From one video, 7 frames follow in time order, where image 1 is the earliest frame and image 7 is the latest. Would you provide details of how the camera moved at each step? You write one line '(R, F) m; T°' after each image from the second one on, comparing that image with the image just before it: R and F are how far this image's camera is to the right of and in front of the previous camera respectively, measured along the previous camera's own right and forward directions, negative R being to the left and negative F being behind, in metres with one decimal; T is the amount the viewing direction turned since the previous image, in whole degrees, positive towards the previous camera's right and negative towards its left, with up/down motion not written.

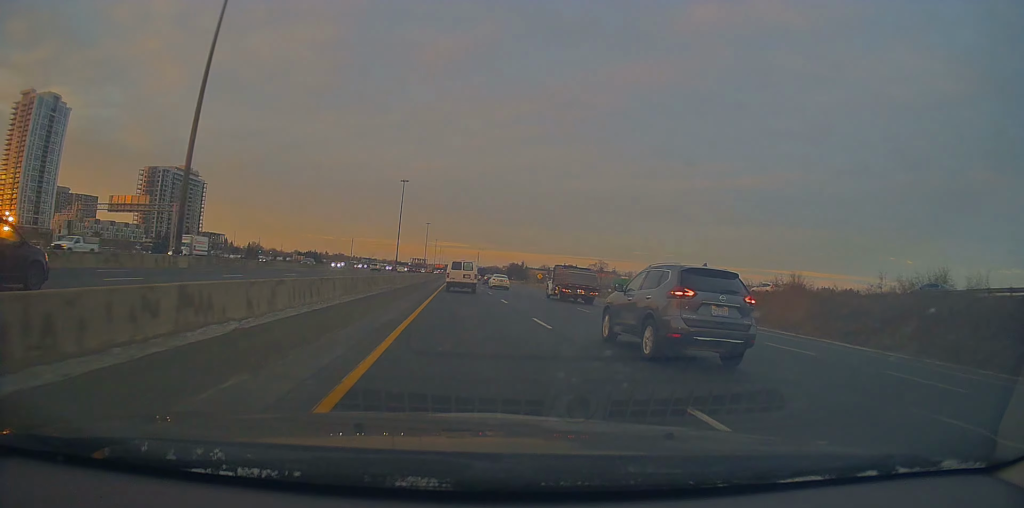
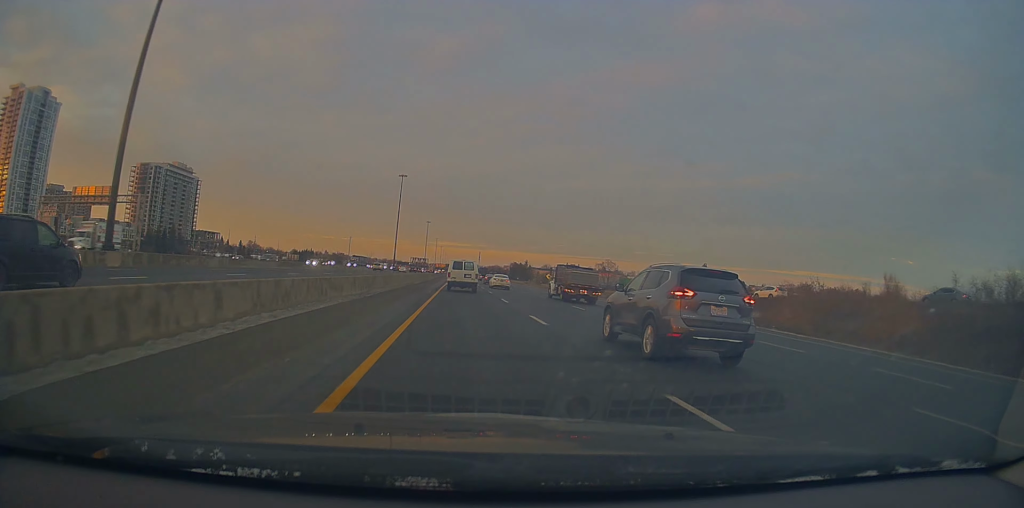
(-0.1, +11.2) m; 0°
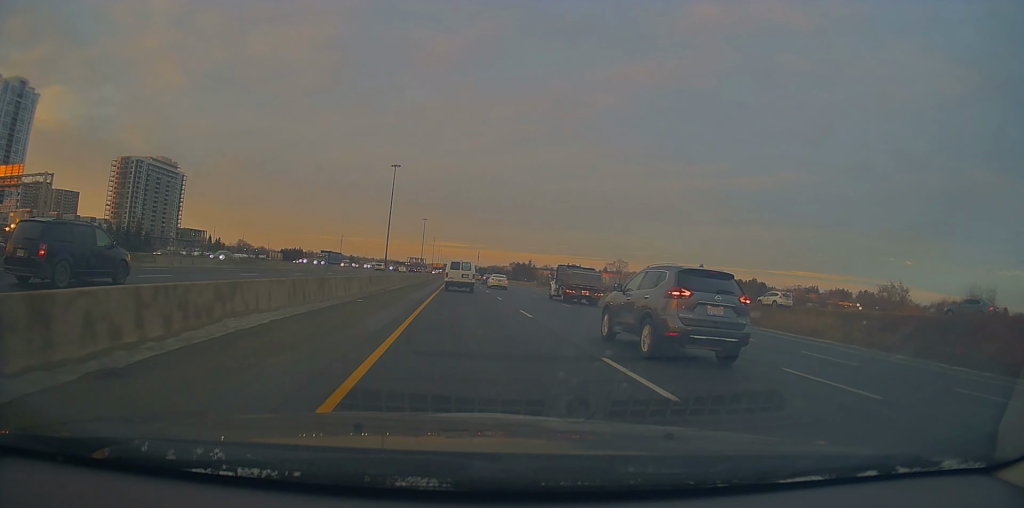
(-0.4, +20.9) m; 0°
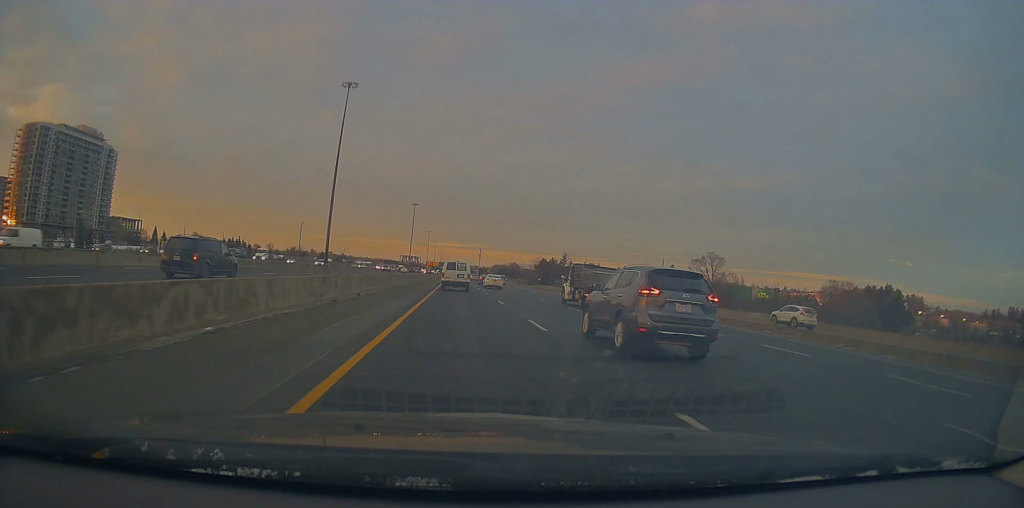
(+2.0, +86.5) m; +2°
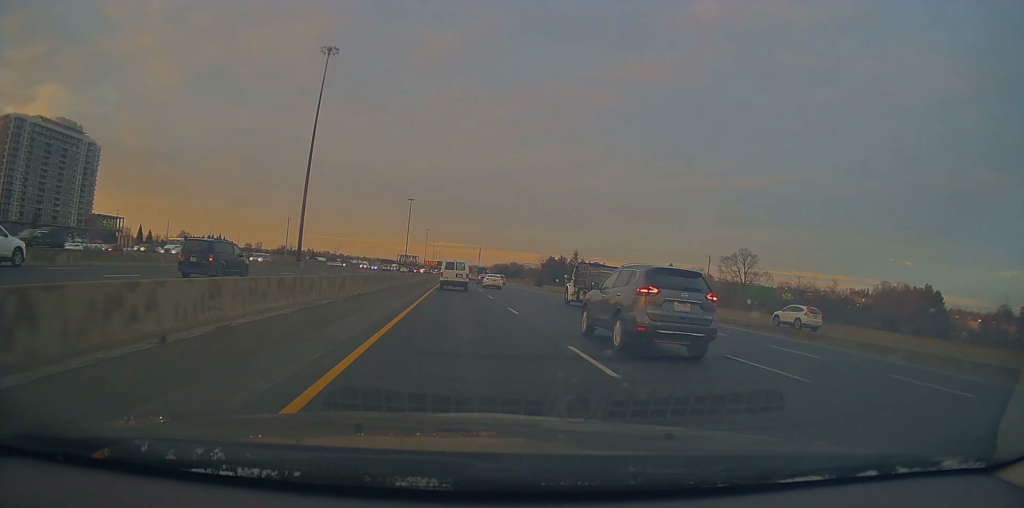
(-0.1, +18.1) m; 0°
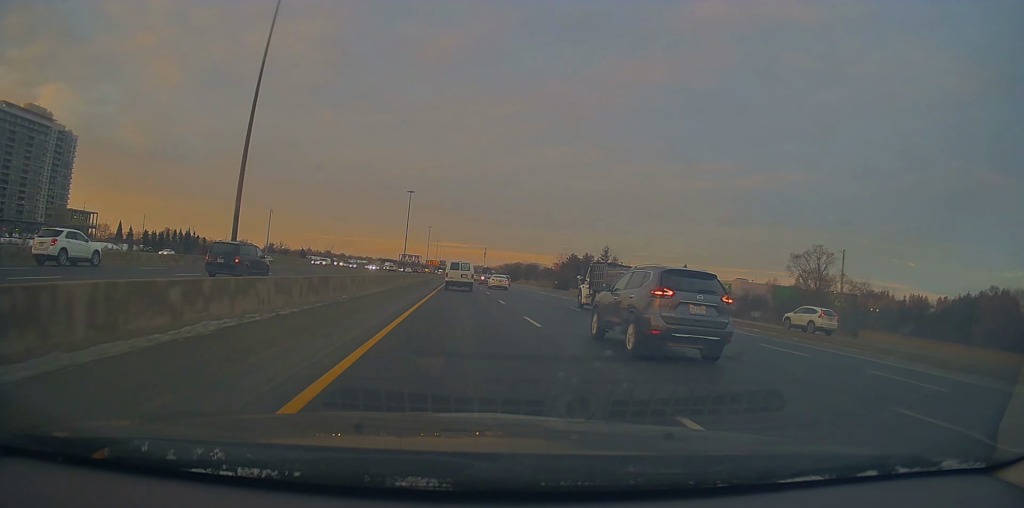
(0.0, +28.5) m; -1°
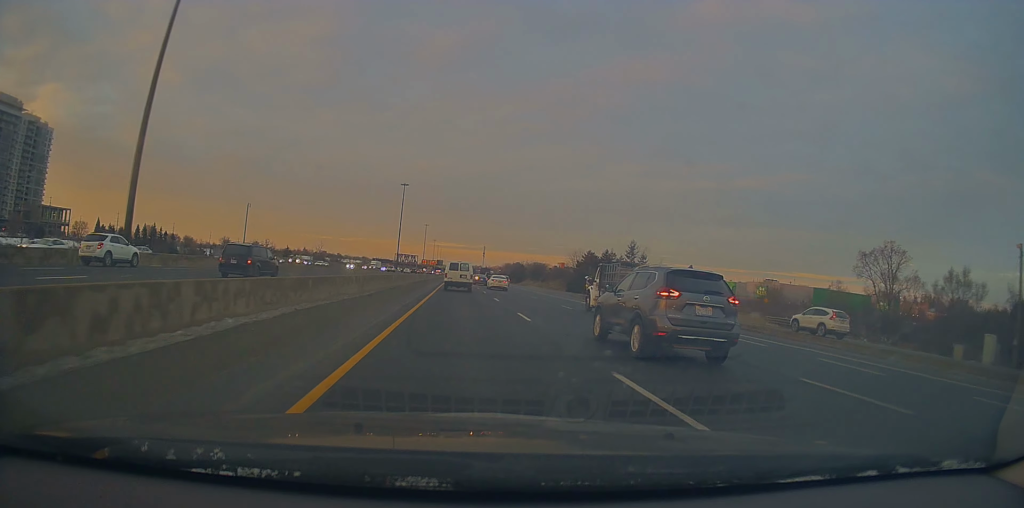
(-0.3, +21.4) m; -1°
